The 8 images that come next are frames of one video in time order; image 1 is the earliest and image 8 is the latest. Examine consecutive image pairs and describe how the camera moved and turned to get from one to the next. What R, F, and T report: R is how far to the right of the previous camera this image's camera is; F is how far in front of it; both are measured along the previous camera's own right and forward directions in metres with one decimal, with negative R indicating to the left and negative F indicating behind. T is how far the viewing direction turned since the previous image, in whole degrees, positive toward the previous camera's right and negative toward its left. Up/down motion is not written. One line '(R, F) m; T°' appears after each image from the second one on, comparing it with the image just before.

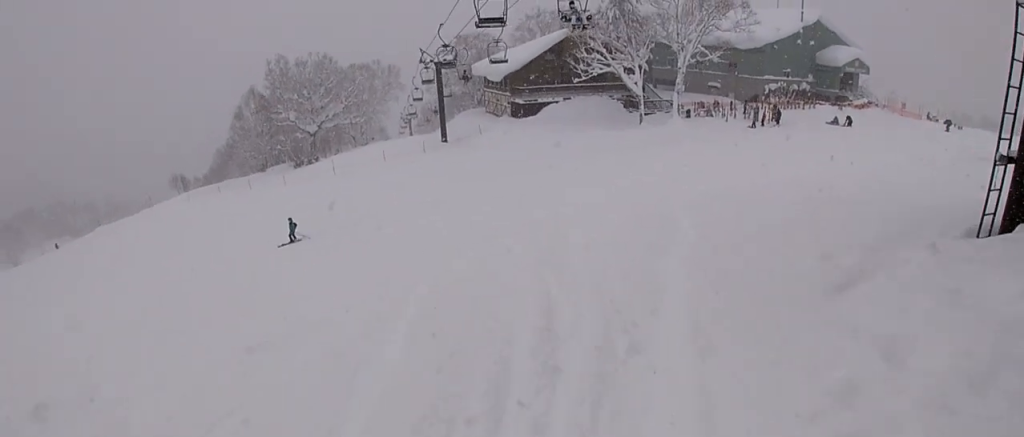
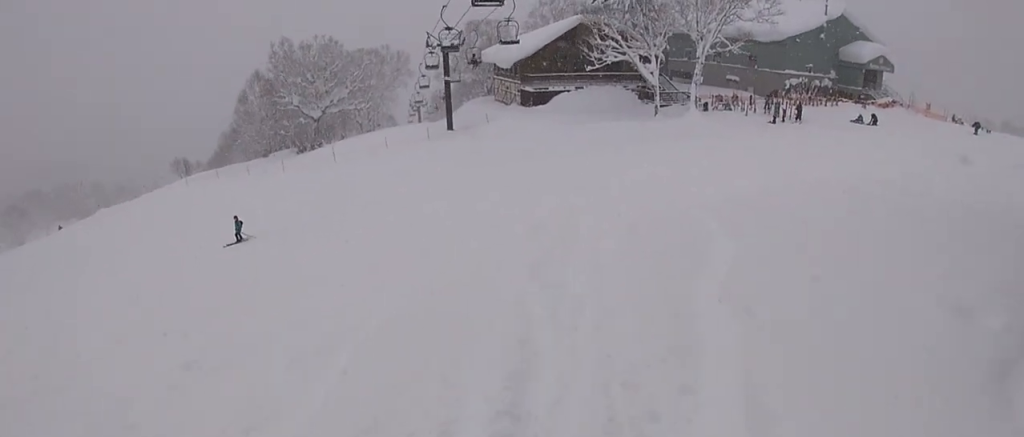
(-0.2, +1.9) m; +5°
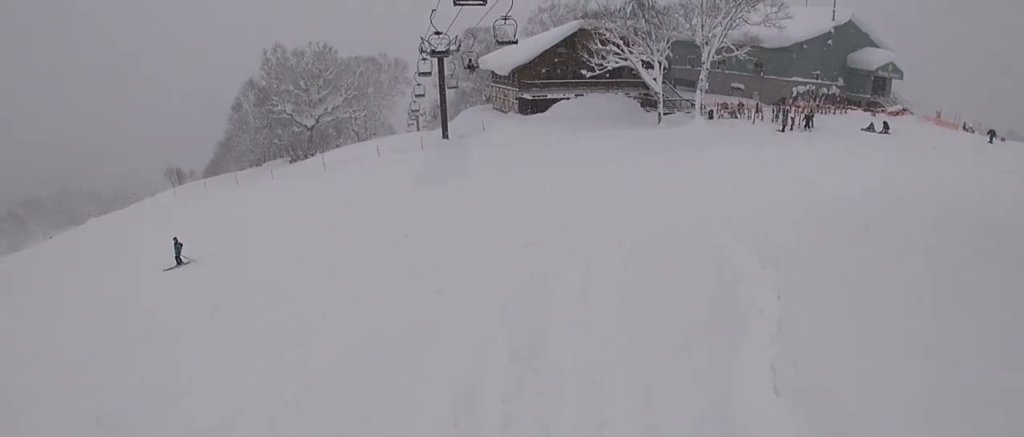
(+0.7, +1.8) m; +7°
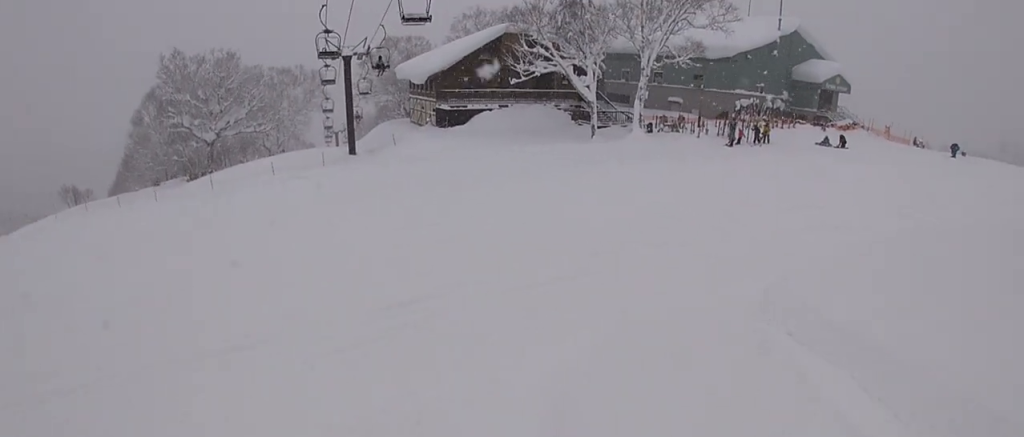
(+0.2, +5.2) m; +5°
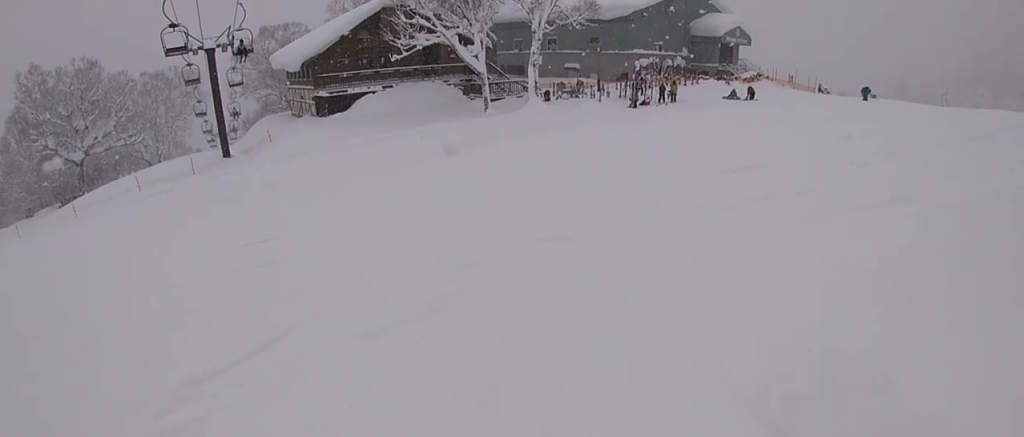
(+0.2, +3.0) m; 0°
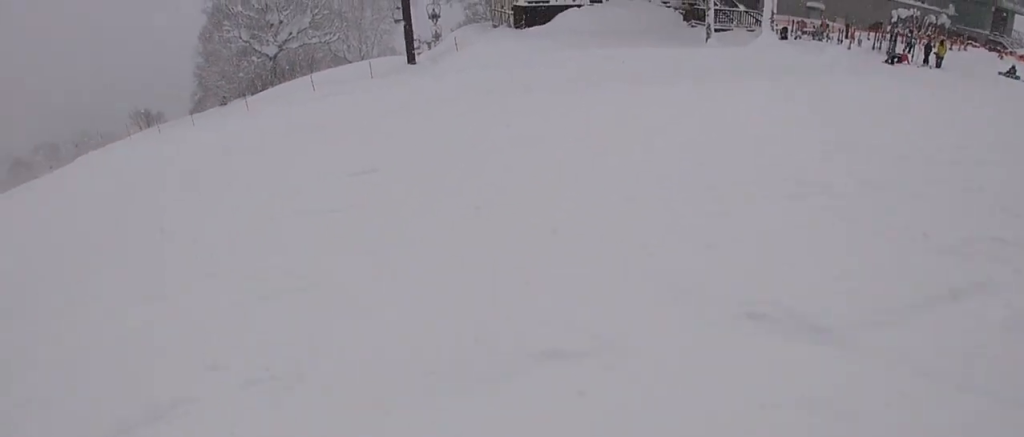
(-0.1, +5.5) m; -26°
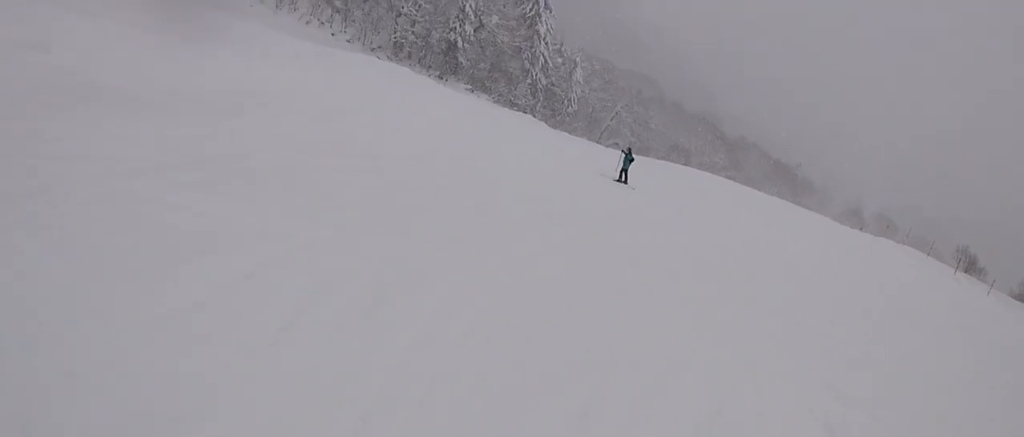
(-4.8, +5.5) m; -67°
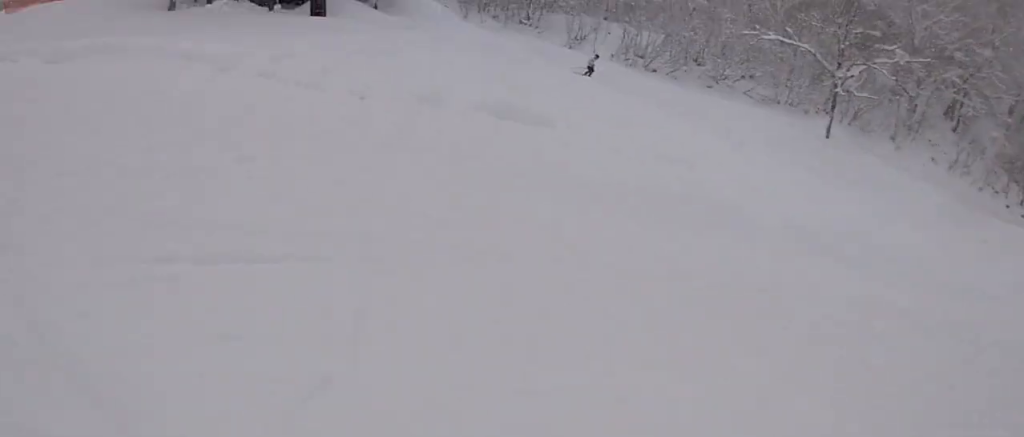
(0.0, +1.9) m; -9°
